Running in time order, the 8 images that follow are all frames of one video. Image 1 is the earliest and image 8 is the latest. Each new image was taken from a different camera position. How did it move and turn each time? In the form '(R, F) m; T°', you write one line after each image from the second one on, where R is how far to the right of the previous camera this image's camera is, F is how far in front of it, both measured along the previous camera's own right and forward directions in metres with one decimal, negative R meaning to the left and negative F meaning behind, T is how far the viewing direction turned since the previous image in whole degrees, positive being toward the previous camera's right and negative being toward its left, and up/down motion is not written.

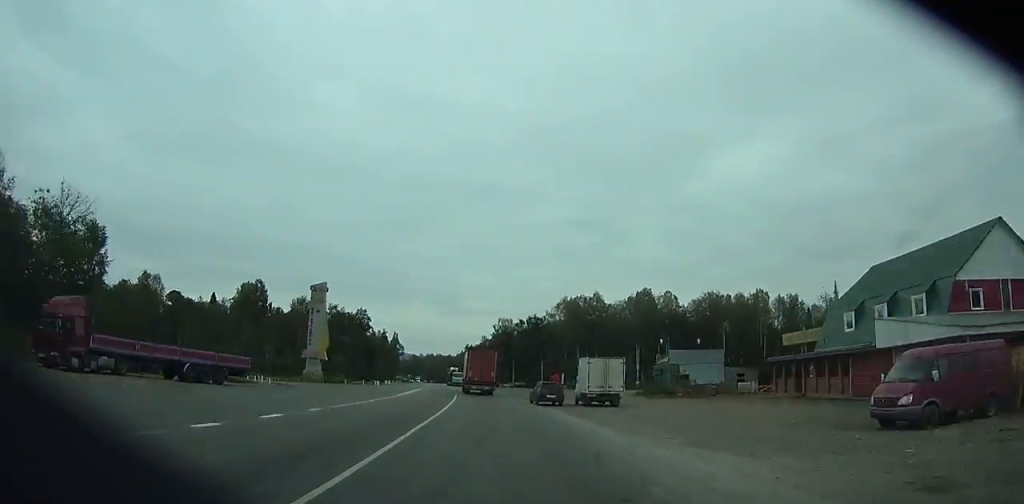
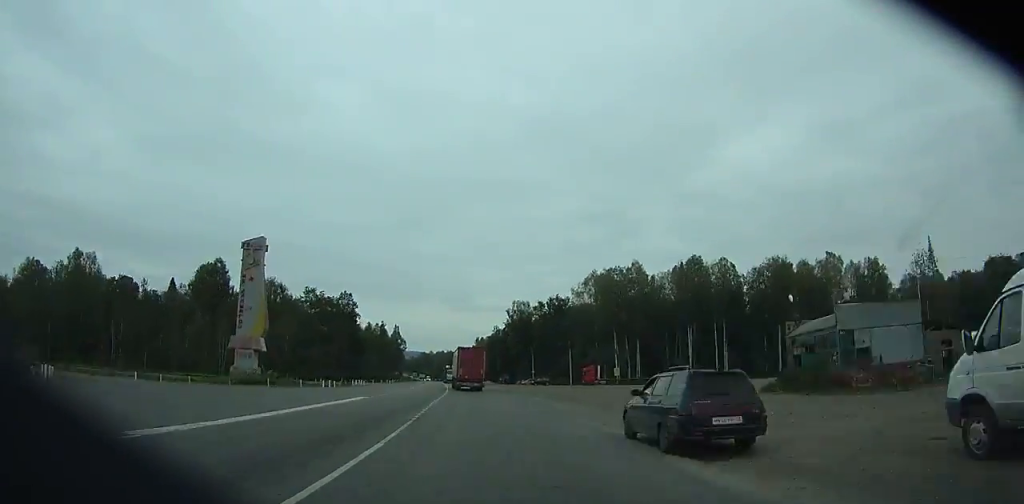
(-0.2, +32.0) m; -1°
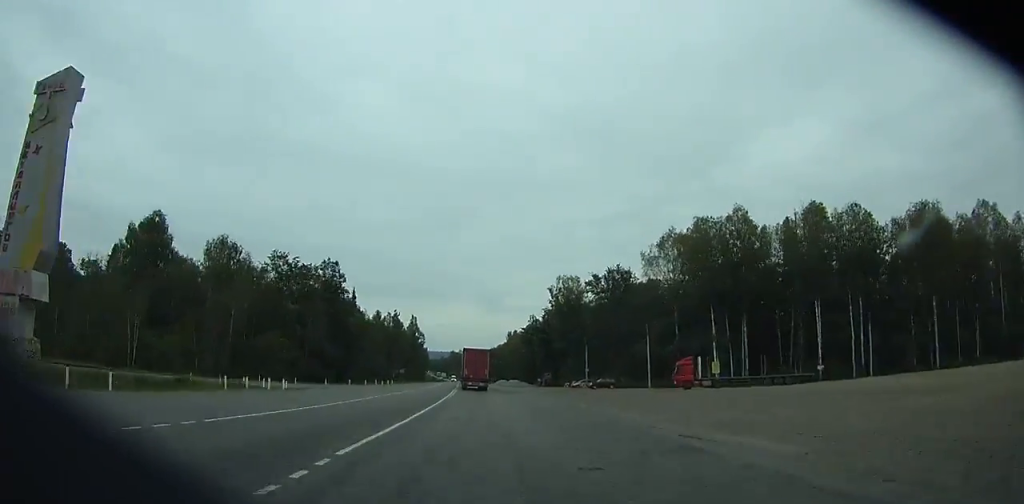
(-0.2, +38.2) m; -2°
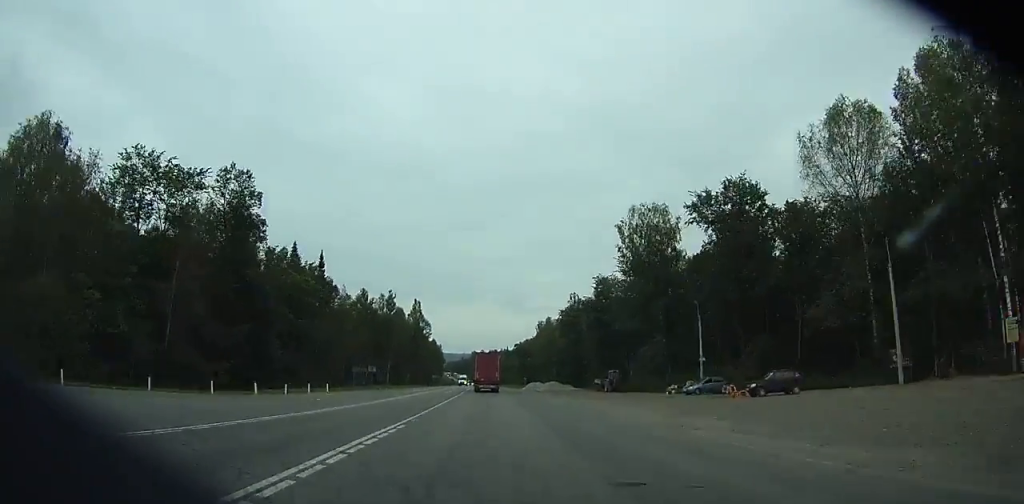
(-1.2, +47.4) m; -2°
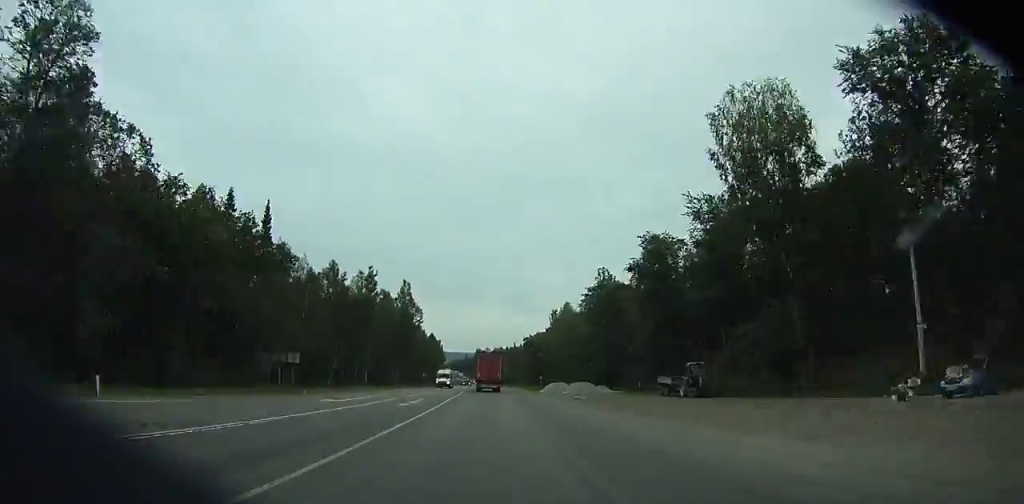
(-0.4, +30.6) m; -1°
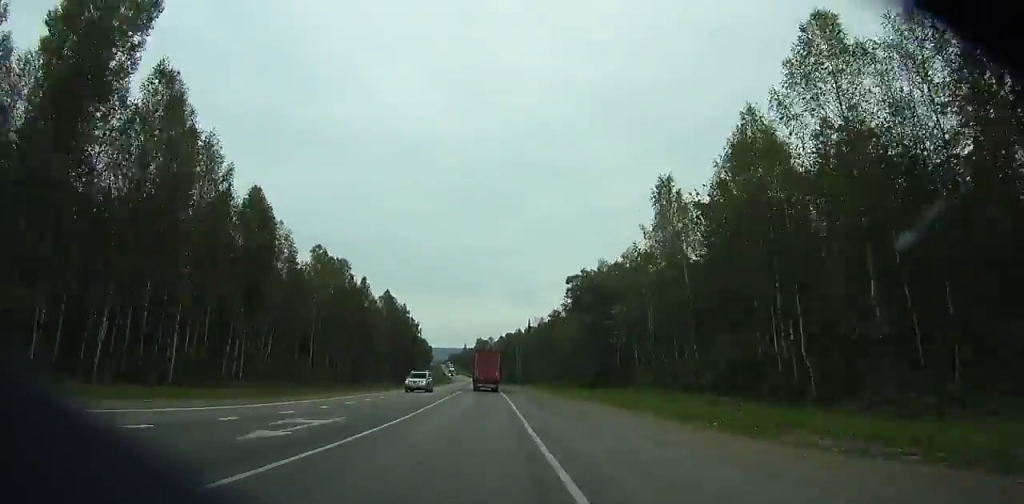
(-1.3, +106.0) m; -1°
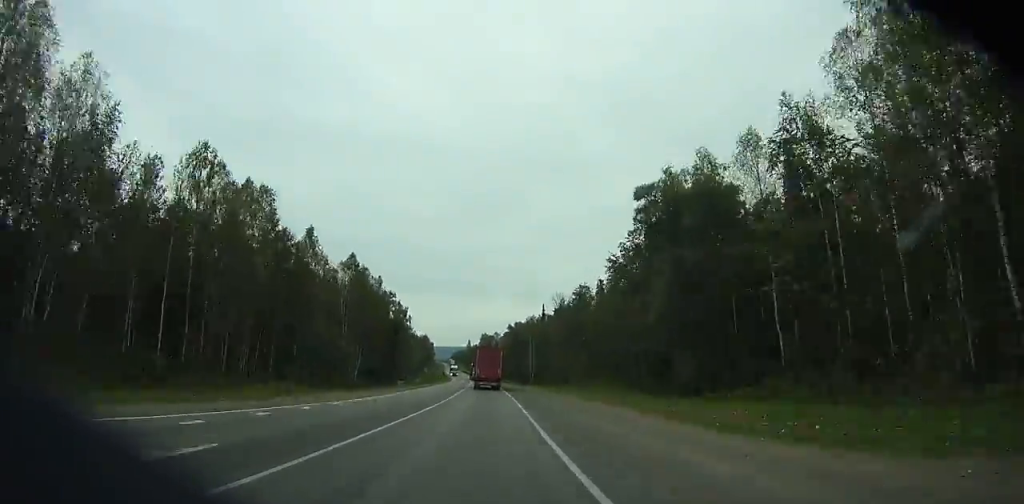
(0.0, +37.6) m; 0°
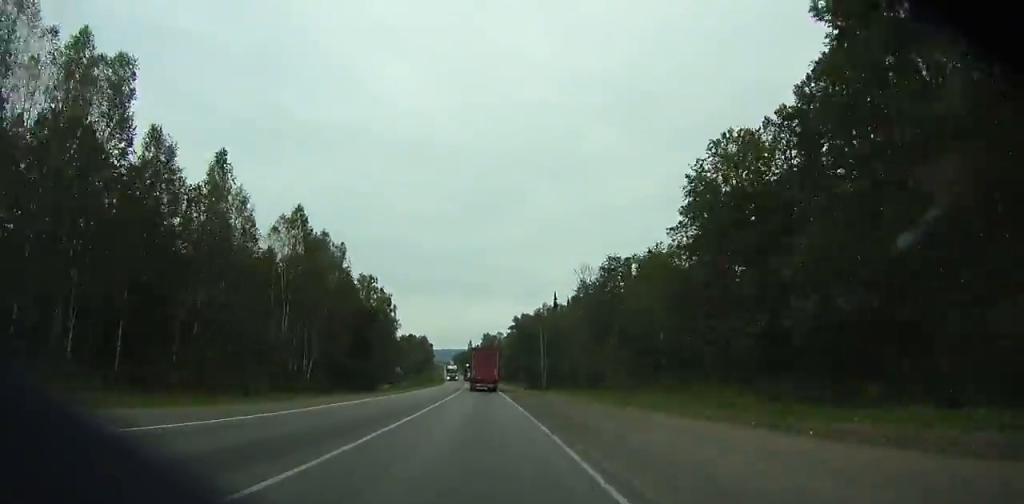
(-0.1, +27.5) m; 0°
